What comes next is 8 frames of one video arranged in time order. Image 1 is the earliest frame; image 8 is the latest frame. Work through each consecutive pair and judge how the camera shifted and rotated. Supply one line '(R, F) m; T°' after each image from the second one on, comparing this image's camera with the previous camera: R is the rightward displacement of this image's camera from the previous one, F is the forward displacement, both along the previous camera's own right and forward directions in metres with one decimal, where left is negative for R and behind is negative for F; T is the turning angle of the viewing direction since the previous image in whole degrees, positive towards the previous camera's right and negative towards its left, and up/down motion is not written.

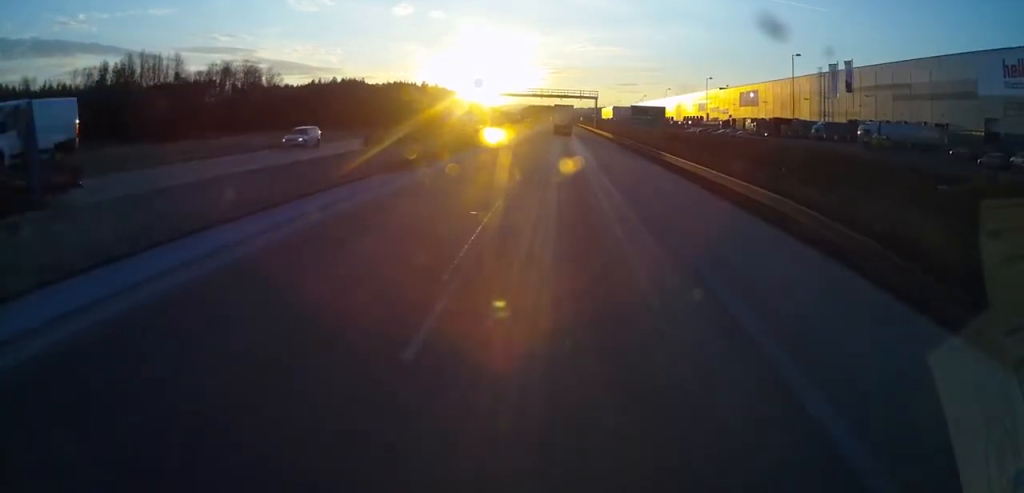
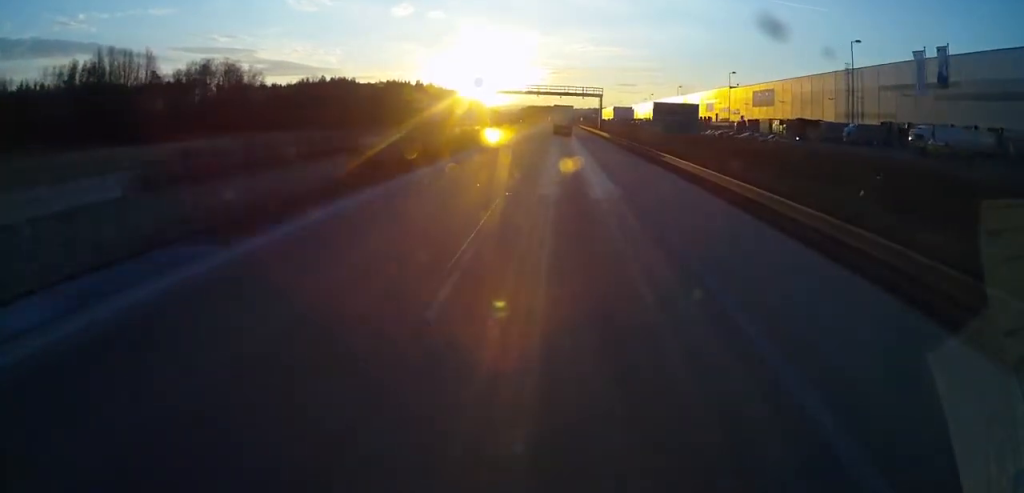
(+0.2, +15.6) m; 0°
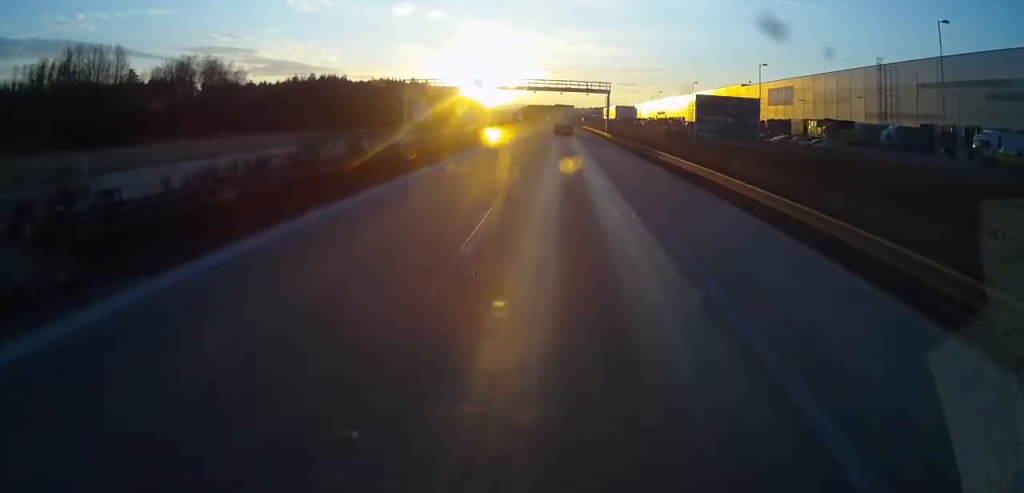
(+0.1, +14.7) m; 0°
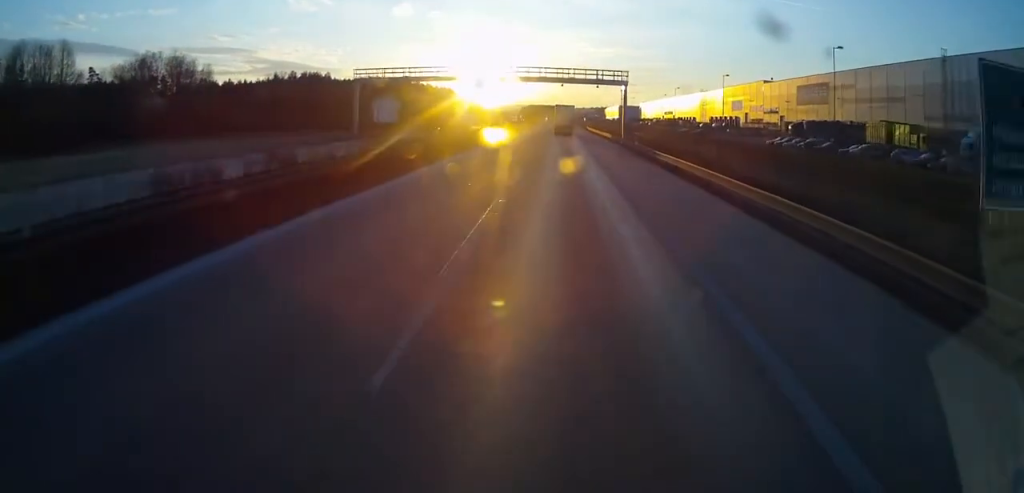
(-0.2, +23.3) m; -1°
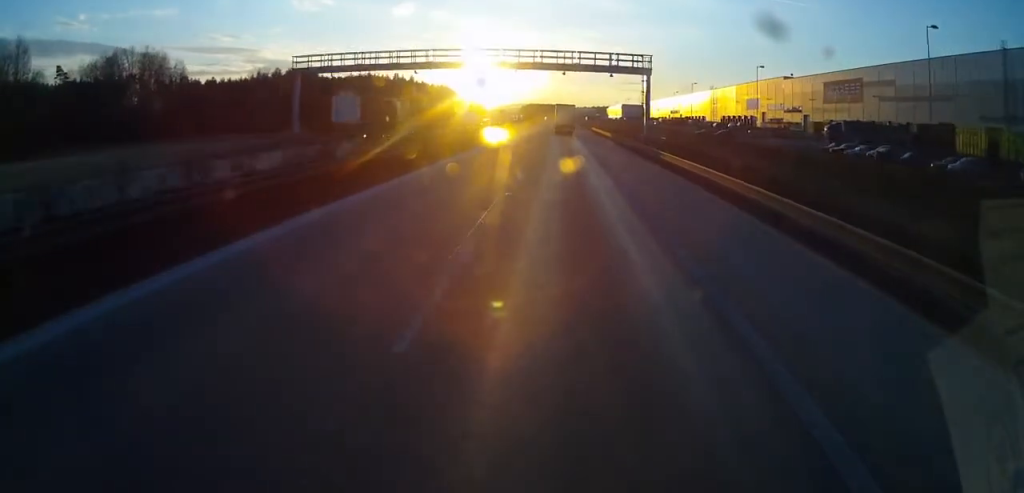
(0.0, +17.1) m; 0°
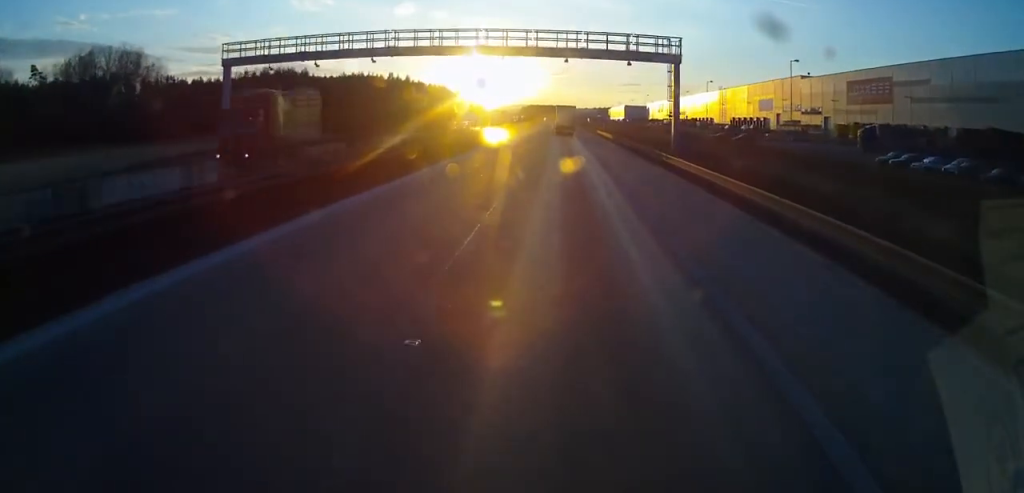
(0.0, +12.4) m; 0°
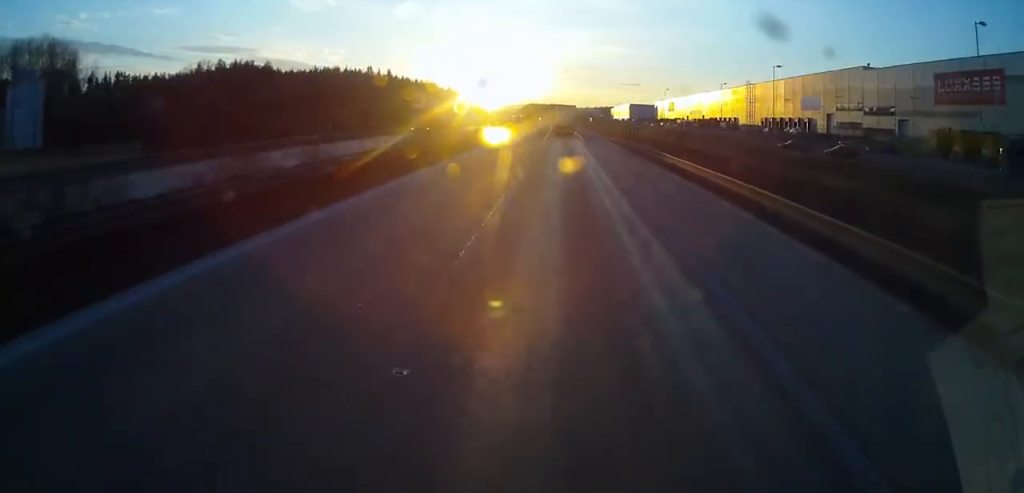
(0.0, +35.6) m; 0°
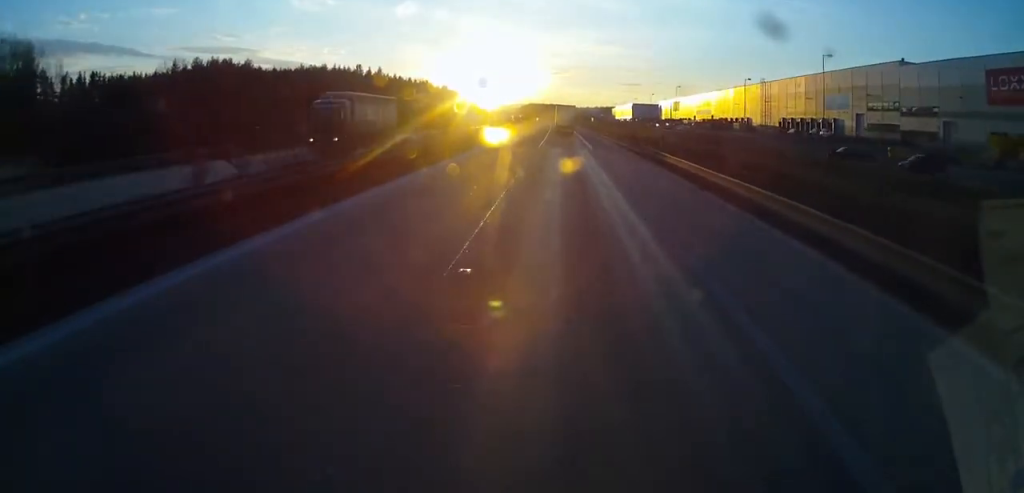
(0.0, +15.5) m; 0°
